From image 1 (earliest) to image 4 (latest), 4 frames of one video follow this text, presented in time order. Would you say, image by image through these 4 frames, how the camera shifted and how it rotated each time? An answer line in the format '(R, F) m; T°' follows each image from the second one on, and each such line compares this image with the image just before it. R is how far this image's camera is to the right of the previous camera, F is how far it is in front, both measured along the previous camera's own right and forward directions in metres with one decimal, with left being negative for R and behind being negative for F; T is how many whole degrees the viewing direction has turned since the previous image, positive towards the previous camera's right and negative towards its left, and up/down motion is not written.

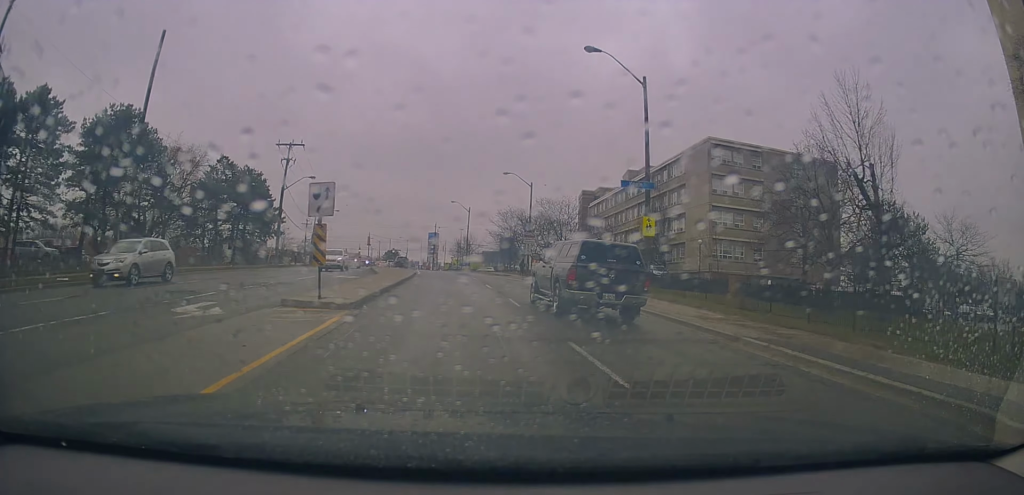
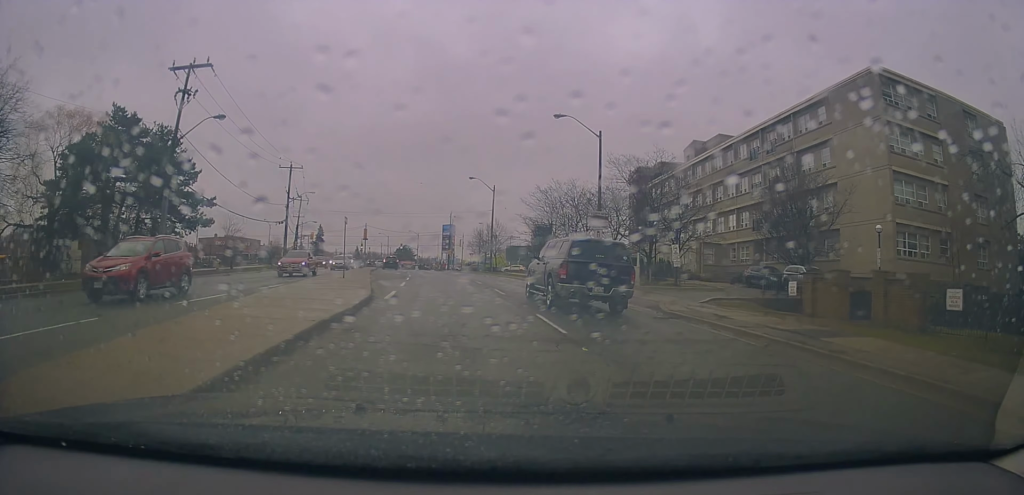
(-0.9, +24.7) m; -4°
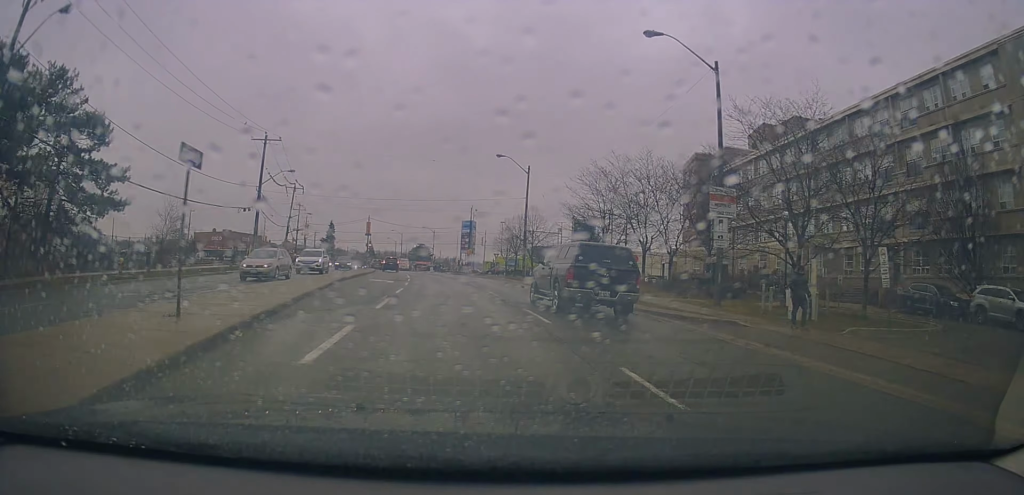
(-0.6, +16.4) m; -3°
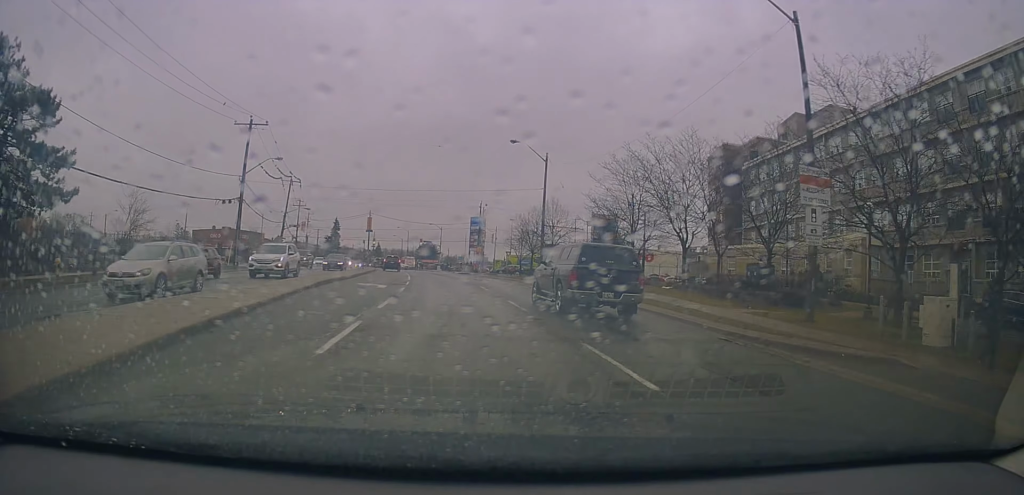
(-0.1, +6.0) m; 0°
